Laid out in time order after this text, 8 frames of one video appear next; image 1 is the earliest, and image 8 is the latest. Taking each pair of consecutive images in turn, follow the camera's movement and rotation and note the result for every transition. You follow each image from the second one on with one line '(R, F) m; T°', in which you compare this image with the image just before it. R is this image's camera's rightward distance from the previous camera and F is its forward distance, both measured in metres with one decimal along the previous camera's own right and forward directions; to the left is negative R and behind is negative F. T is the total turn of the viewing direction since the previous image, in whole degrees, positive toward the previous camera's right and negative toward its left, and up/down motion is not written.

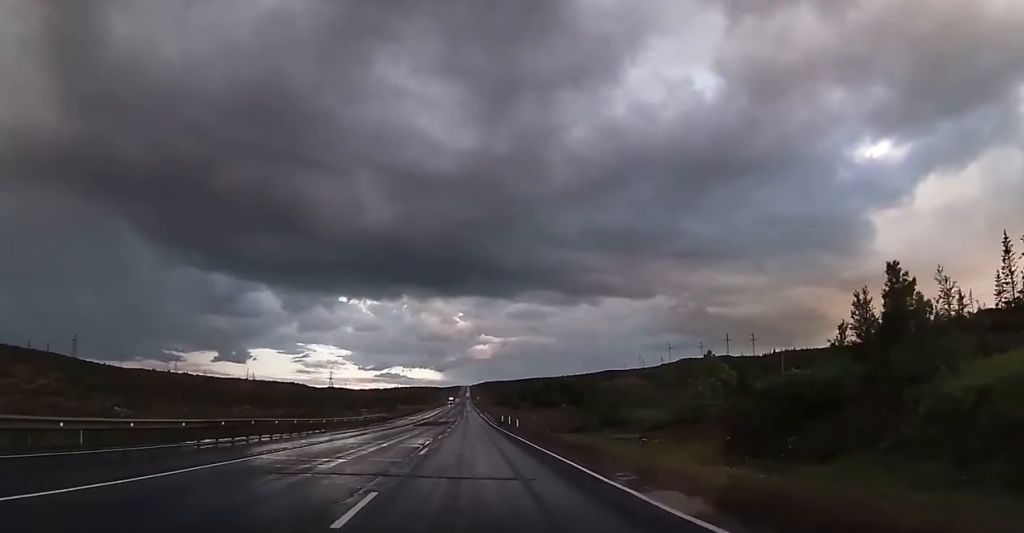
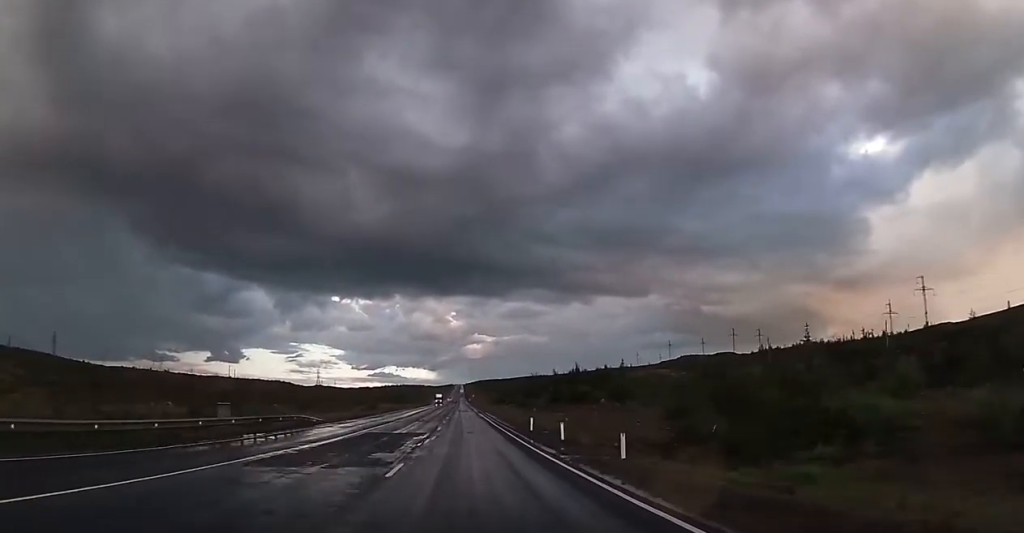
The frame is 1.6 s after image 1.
(+0.2, +41.3) m; +1°
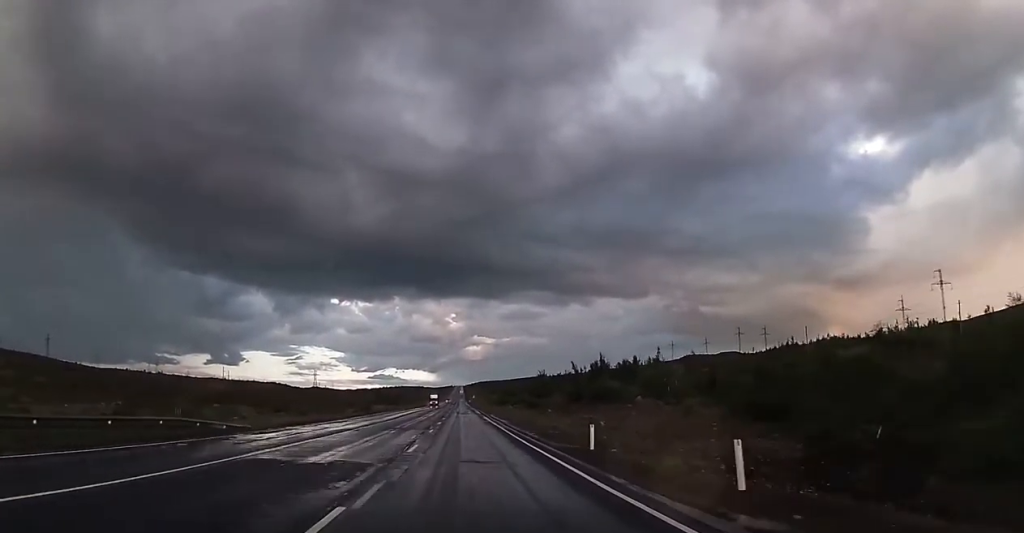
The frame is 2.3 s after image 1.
(+0.2, +18.8) m; 0°
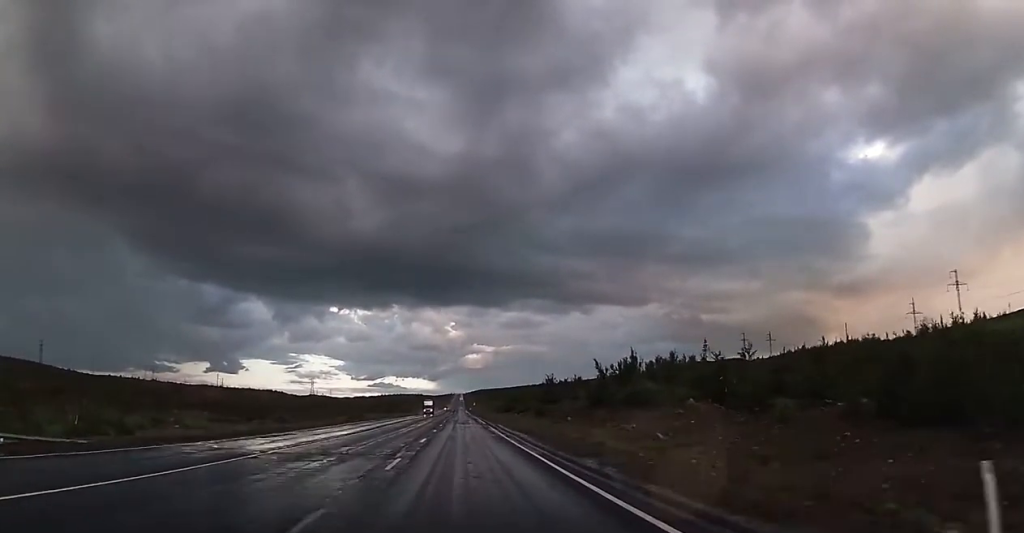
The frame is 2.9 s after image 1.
(0.0, +16.2) m; 0°
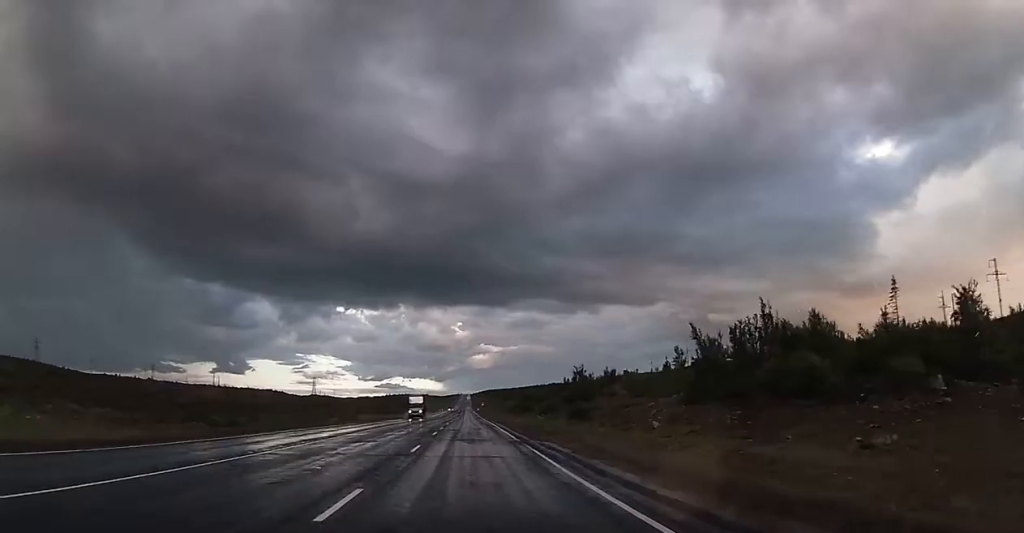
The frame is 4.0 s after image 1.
(0.0, +29.9) m; 0°
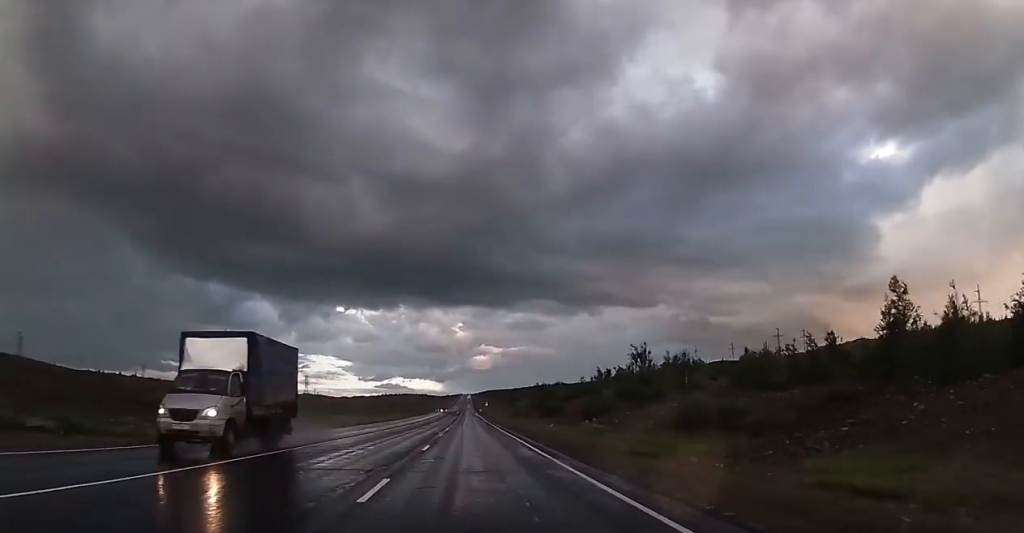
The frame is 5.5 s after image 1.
(-0.1, +42.0) m; 0°
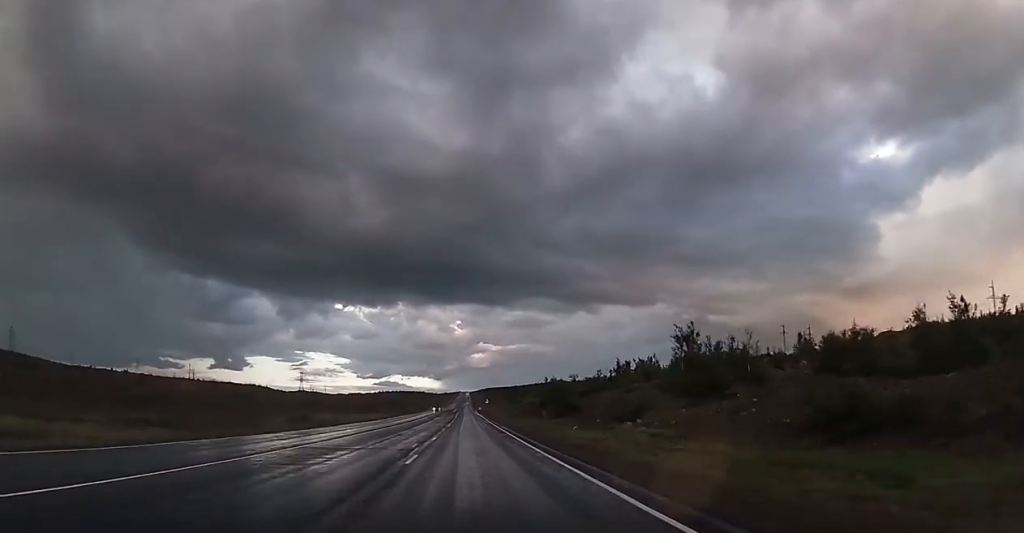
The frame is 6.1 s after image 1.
(0.0, +17.4) m; 0°
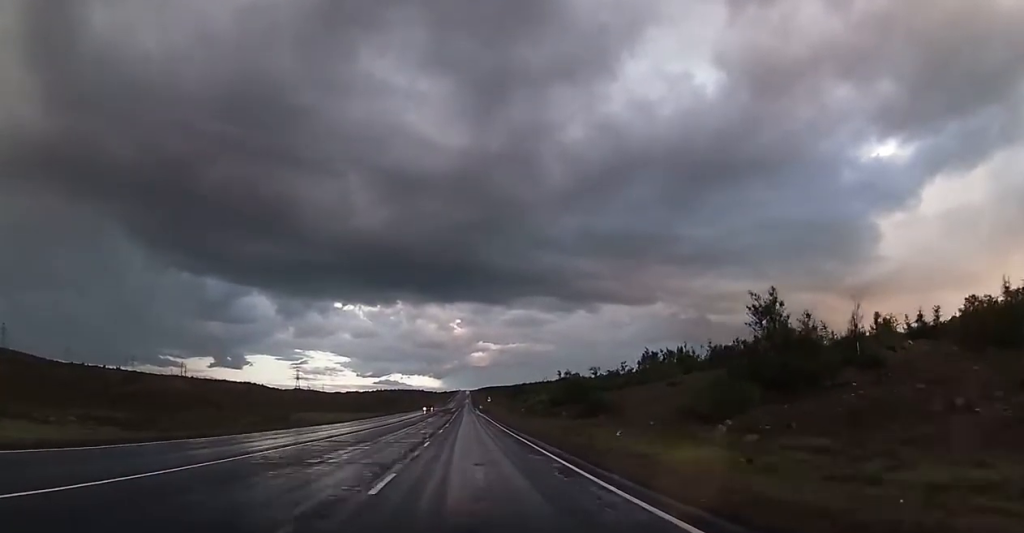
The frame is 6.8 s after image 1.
(0.0, +17.4) m; 0°
